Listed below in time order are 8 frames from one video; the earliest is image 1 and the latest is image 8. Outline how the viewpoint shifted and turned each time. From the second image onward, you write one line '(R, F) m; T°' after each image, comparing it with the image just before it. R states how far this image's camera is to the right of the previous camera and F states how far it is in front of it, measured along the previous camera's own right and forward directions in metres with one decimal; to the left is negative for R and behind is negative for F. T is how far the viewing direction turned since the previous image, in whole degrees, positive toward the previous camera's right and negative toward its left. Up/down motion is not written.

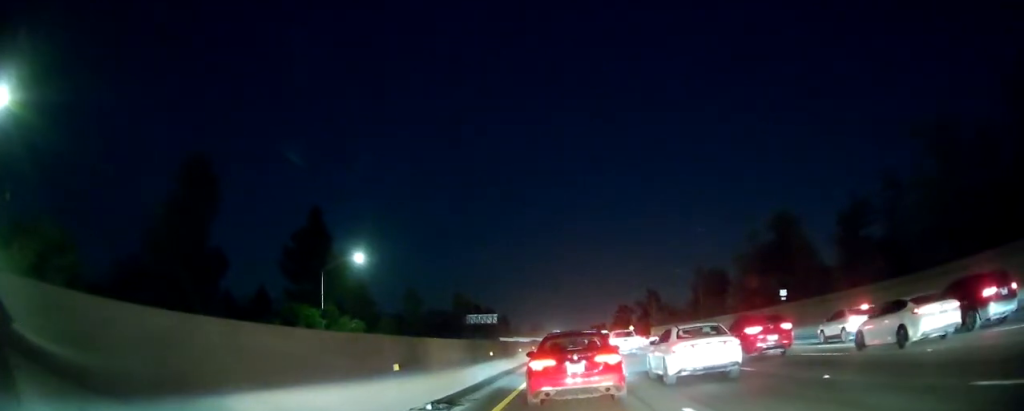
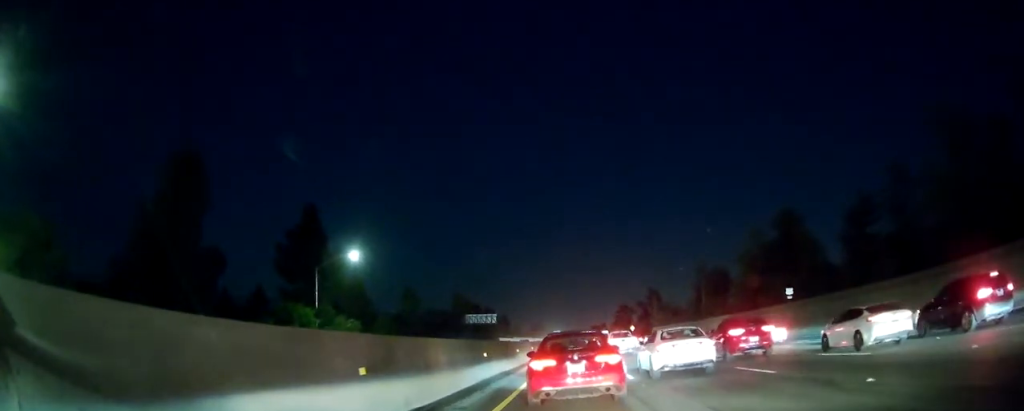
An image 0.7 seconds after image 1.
(0.0, +2.0) m; 0°
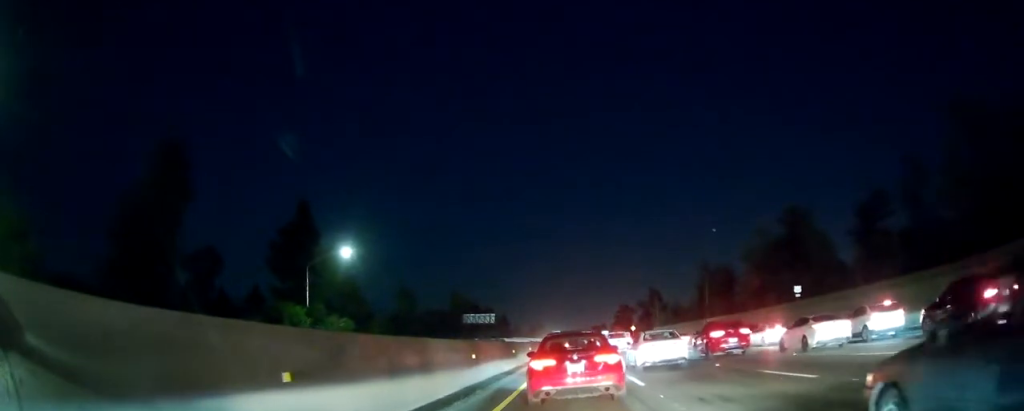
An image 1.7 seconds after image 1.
(0.0, +2.8) m; 0°
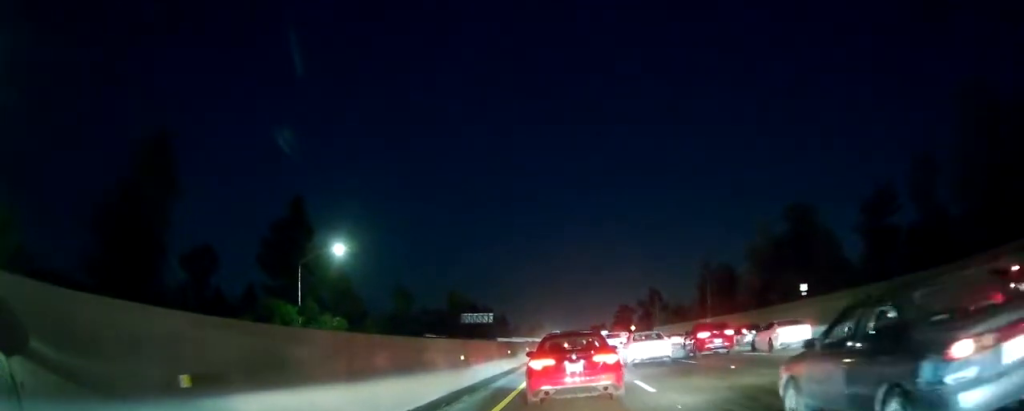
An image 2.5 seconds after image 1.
(0.0, +2.1) m; 0°
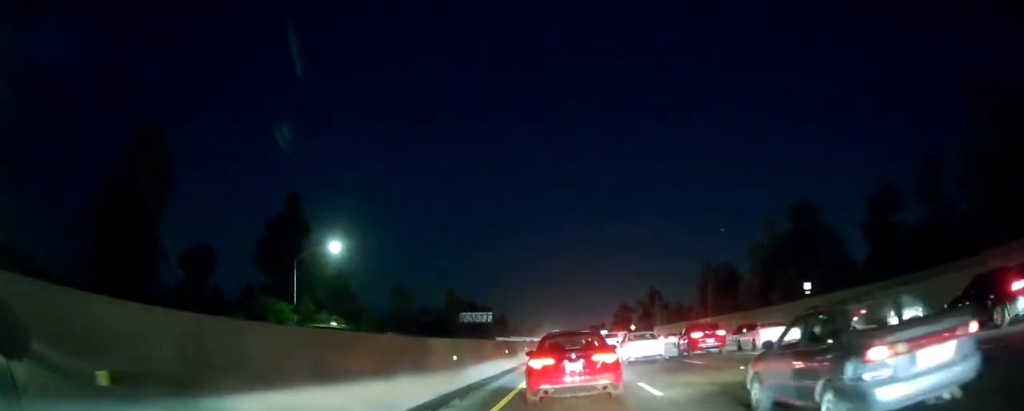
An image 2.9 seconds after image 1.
(0.0, +1.0) m; 0°
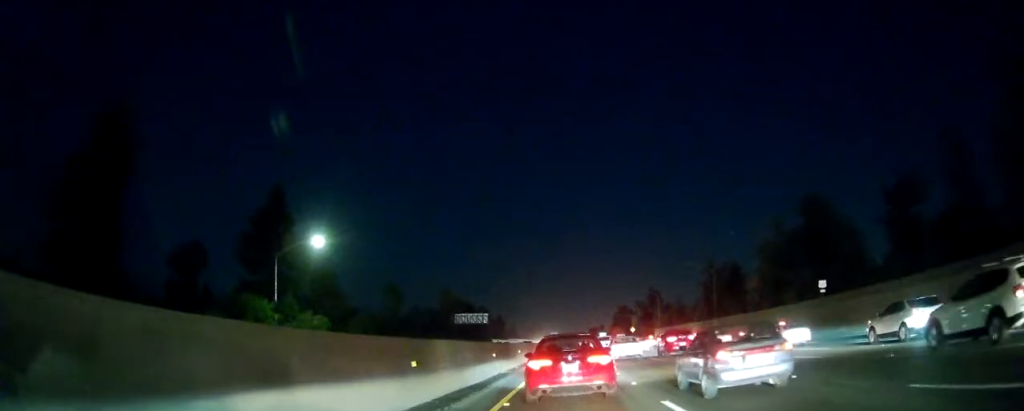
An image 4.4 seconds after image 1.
(0.0, +4.4) m; 0°
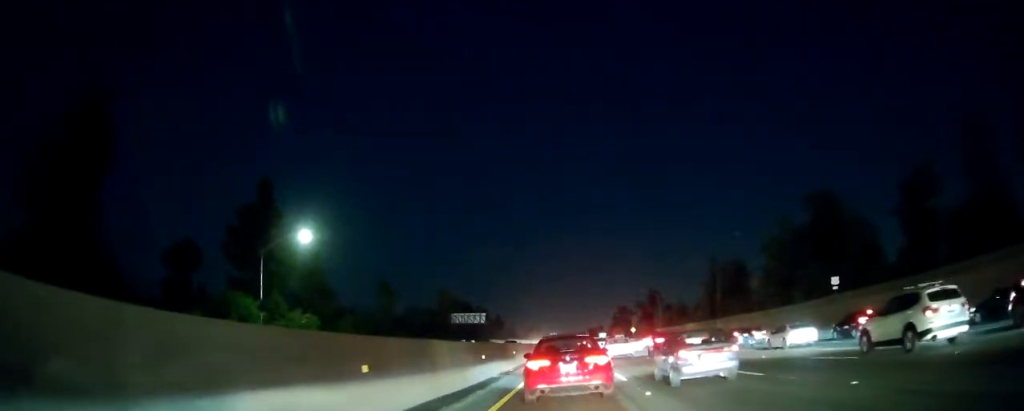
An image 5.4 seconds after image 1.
(0.0, +3.0) m; 0°
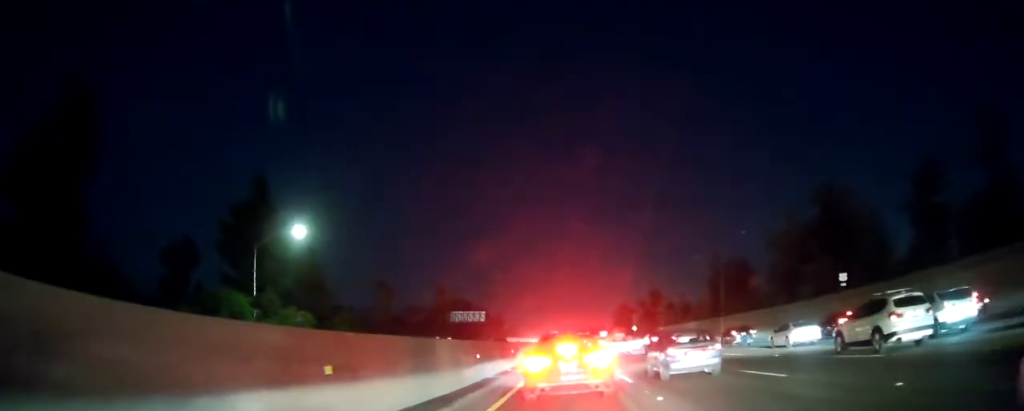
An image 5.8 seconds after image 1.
(0.0, +1.6) m; +1°
